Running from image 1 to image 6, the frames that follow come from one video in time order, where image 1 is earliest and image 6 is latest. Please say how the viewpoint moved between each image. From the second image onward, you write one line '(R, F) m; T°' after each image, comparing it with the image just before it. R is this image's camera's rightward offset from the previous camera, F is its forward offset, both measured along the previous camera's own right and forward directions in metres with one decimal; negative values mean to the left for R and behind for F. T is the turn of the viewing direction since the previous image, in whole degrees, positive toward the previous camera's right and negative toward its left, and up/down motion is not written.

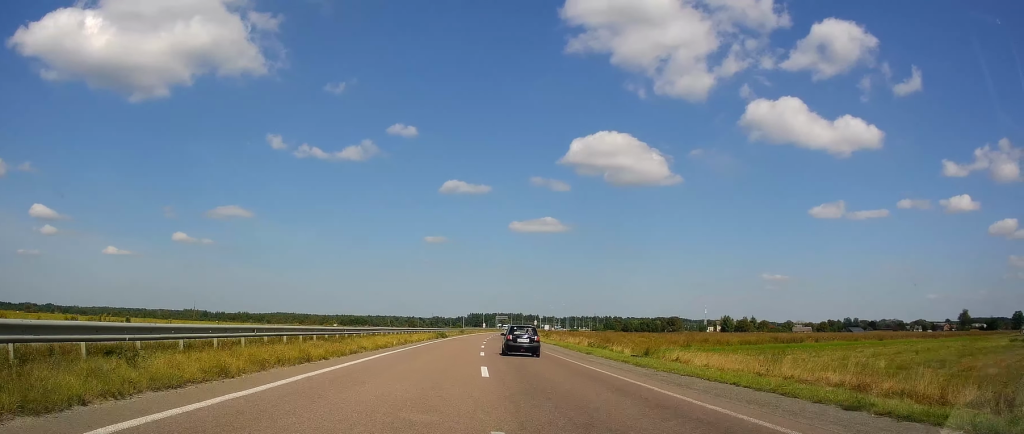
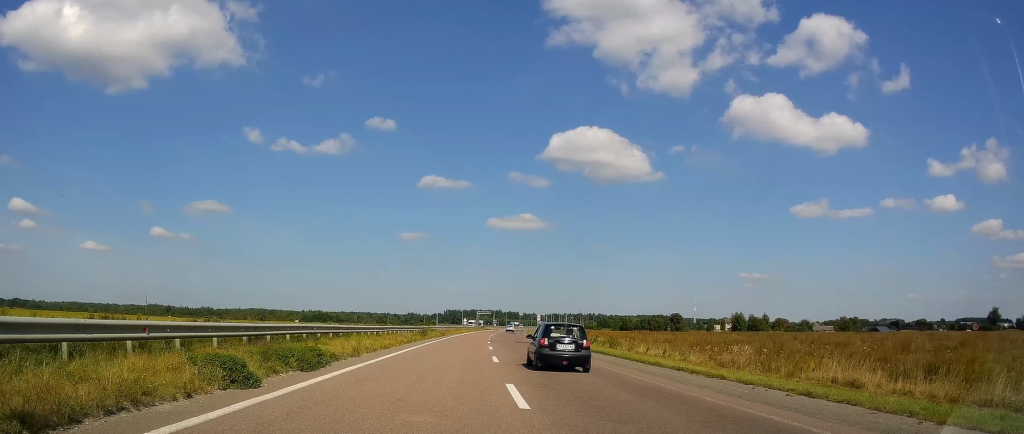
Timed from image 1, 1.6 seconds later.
(+1.0, +55.6) m; +2°
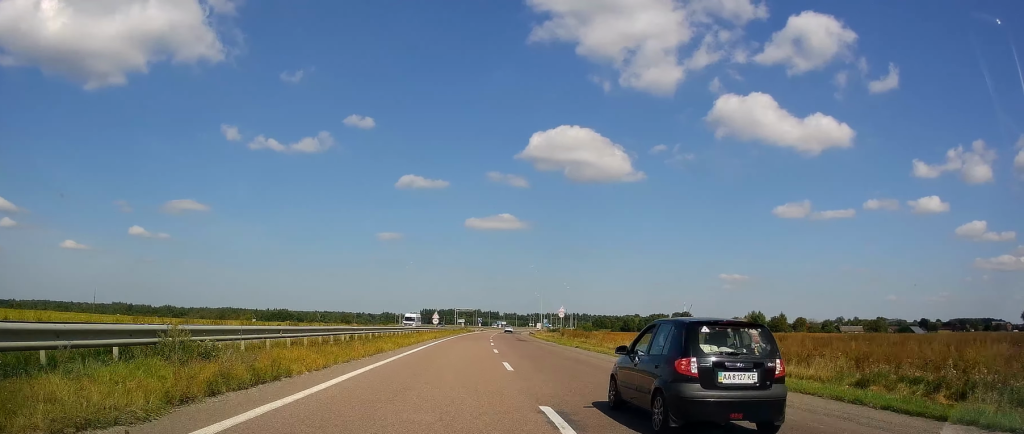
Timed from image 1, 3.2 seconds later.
(+1.1, +54.3) m; +2°
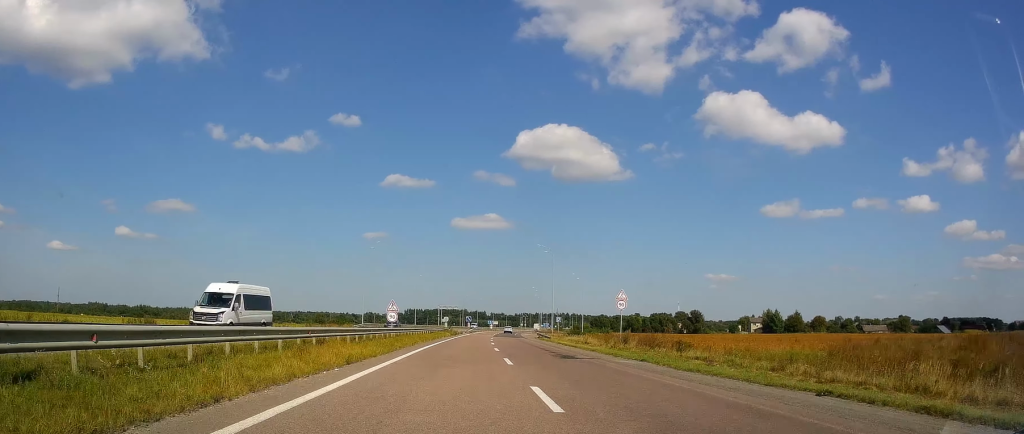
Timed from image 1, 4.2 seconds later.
(+0.3, +34.4) m; +1°
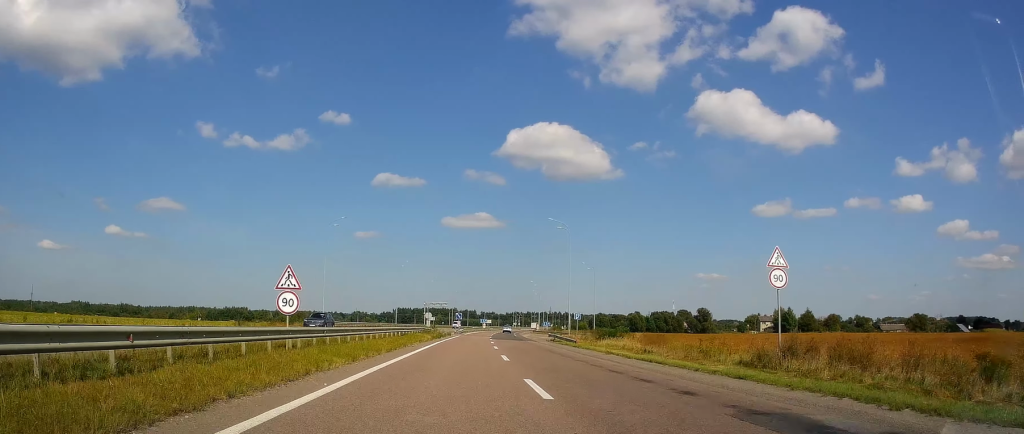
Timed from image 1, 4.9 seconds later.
(+0.2, +23.0) m; +1°
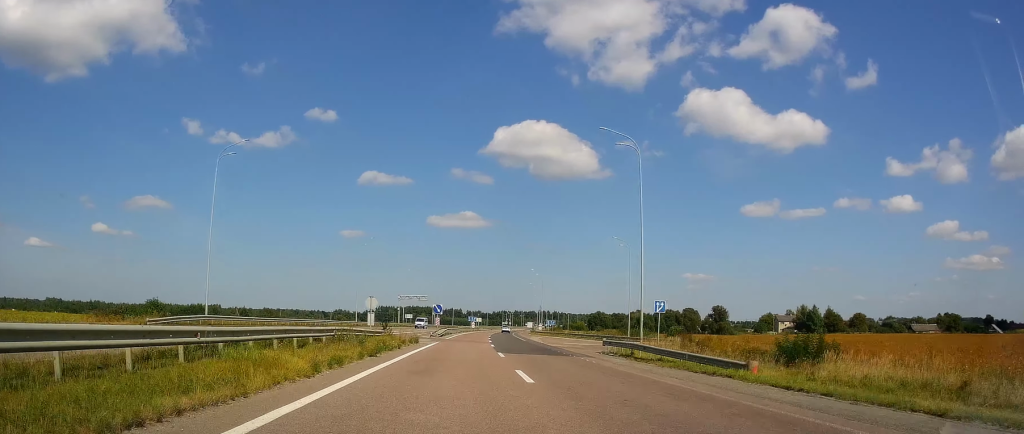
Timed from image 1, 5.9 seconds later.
(+0.4, +34.4) m; +2°
